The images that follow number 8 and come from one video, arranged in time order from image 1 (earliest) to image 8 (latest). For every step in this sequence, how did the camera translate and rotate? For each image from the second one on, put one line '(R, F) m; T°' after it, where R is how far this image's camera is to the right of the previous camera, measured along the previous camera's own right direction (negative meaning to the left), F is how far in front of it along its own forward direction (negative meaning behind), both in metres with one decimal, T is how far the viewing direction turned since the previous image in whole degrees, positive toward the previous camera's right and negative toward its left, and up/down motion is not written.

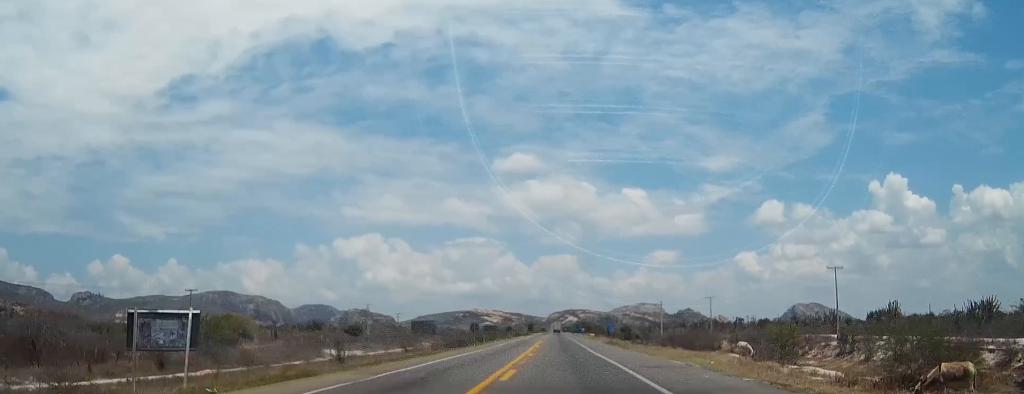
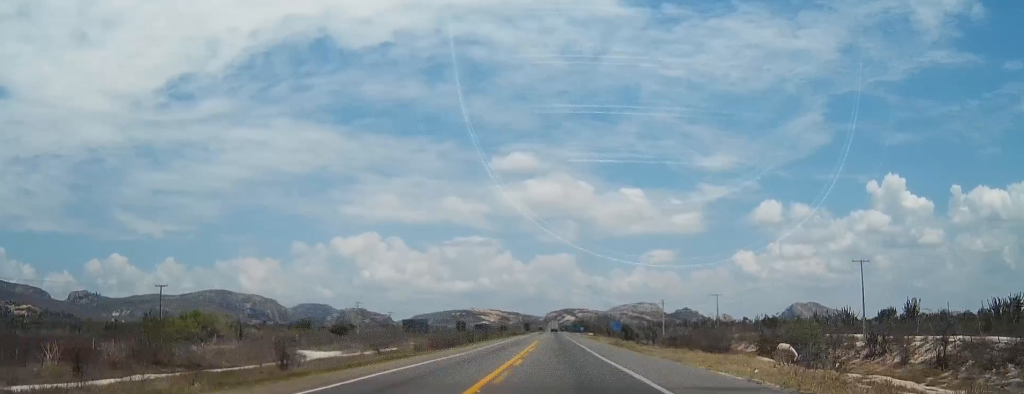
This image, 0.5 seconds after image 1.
(0.0, +9.2) m; 0°
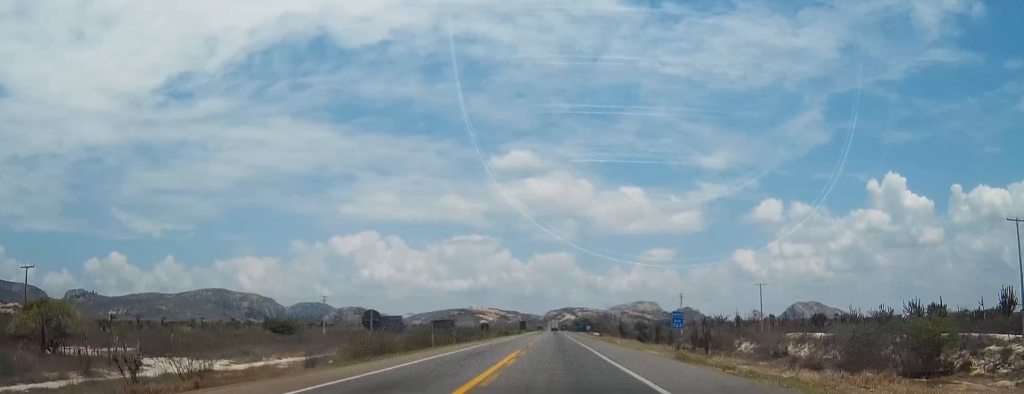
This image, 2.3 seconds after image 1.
(0.0, +33.6) m; 0°
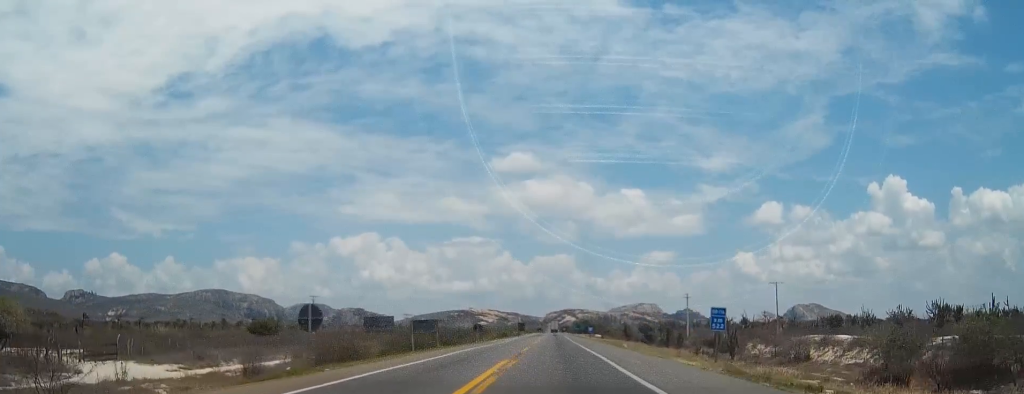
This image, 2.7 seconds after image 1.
(0.0, +9.0) m; 0°
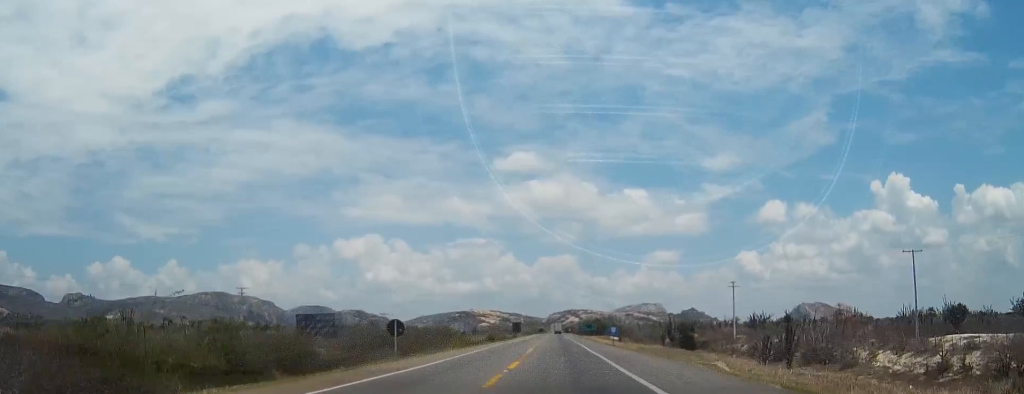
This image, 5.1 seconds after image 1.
(+0.3, +46.2) m; 0°
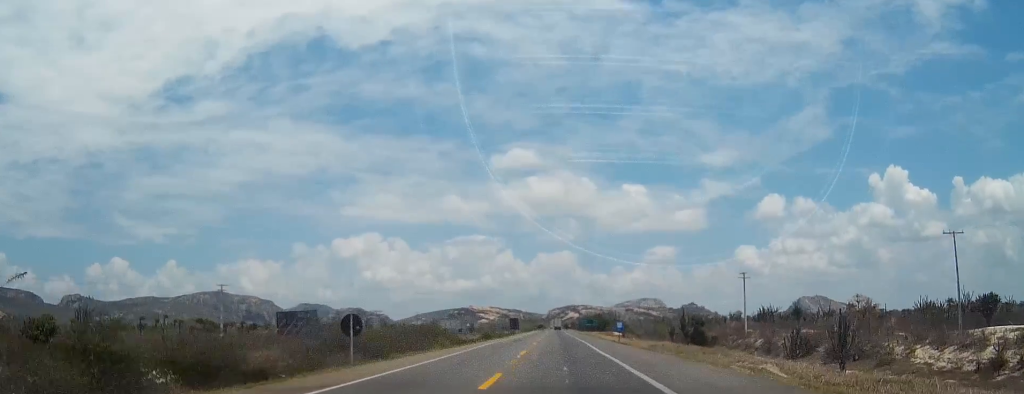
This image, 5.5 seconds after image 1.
(0.0, +8.7) m; 0°
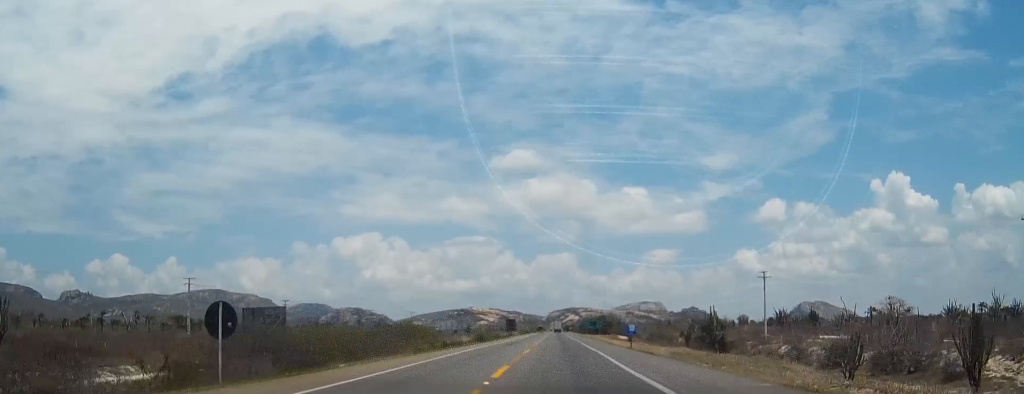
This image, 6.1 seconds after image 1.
(-0.1, +13.1) m; 0°
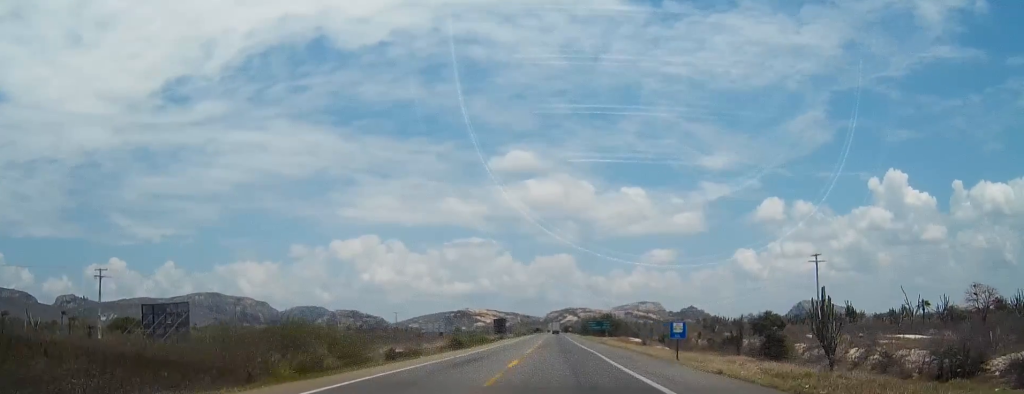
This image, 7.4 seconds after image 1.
(0.0, +26.4) m; 0°
